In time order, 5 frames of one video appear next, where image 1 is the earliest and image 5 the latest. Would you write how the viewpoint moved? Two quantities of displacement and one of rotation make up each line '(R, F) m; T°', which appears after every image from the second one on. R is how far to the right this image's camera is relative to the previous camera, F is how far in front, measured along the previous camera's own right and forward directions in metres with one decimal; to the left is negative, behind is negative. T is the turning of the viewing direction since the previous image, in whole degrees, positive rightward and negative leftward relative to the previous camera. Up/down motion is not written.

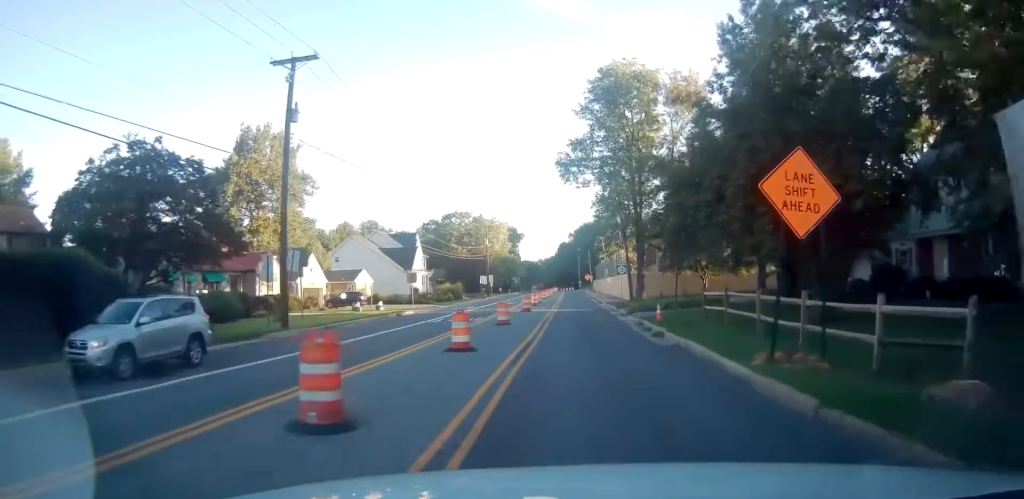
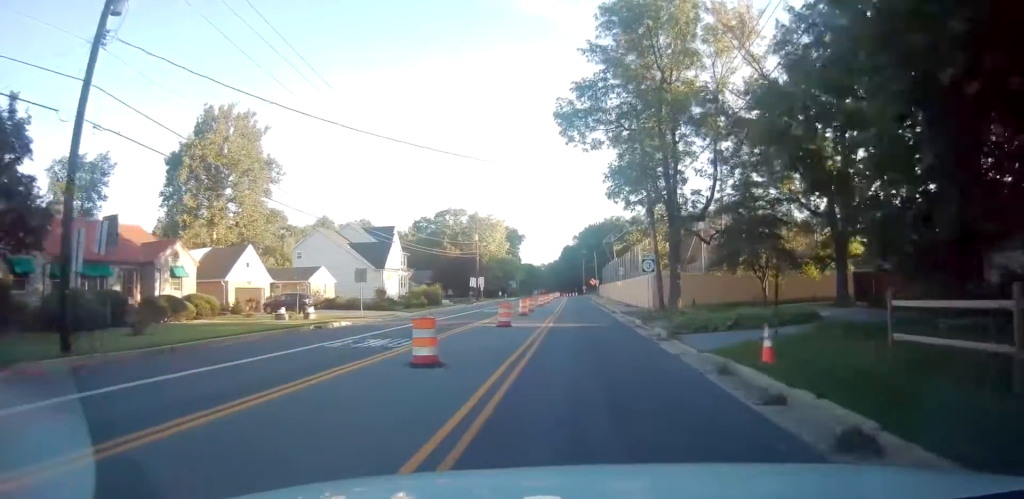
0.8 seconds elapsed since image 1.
(0.0, +13.5) m; 0°
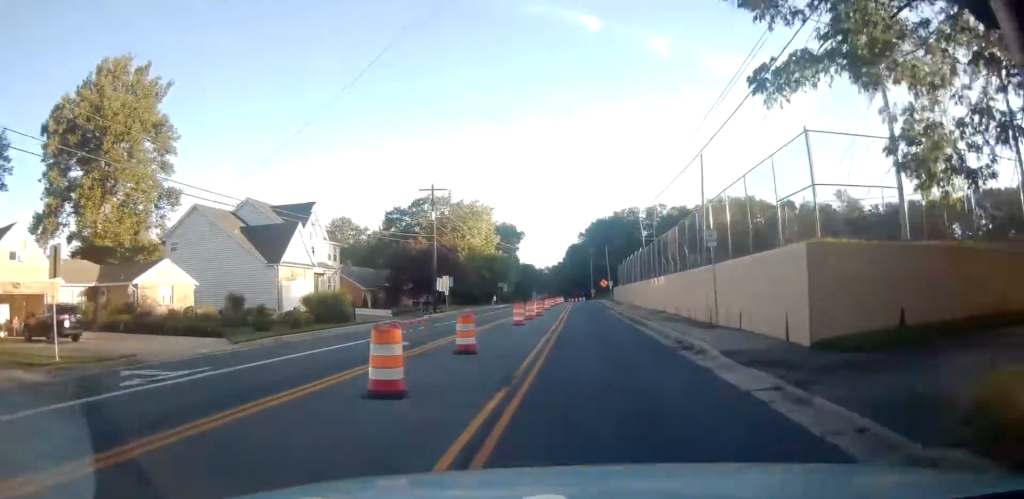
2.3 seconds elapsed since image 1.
(+0.1, +27.1) m; -1°
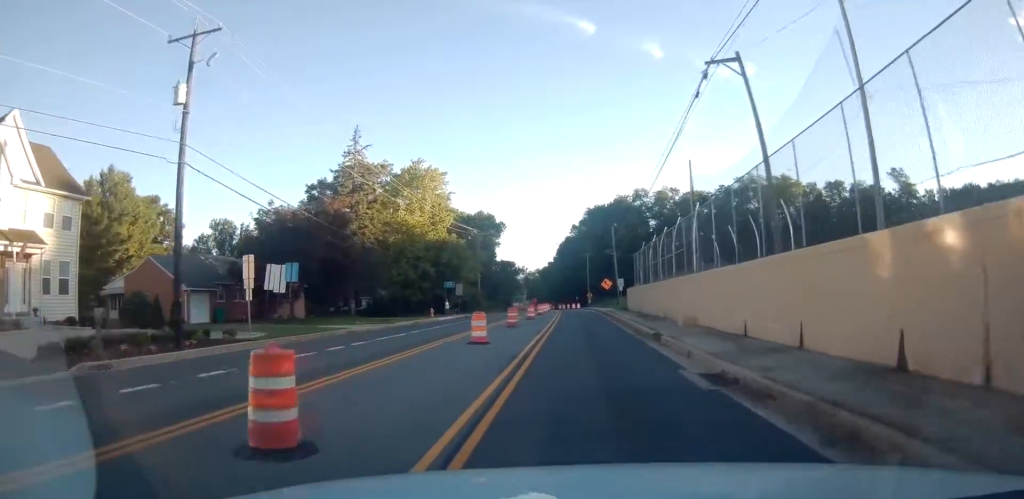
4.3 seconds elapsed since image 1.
(0.0, +34.9) m; 0°
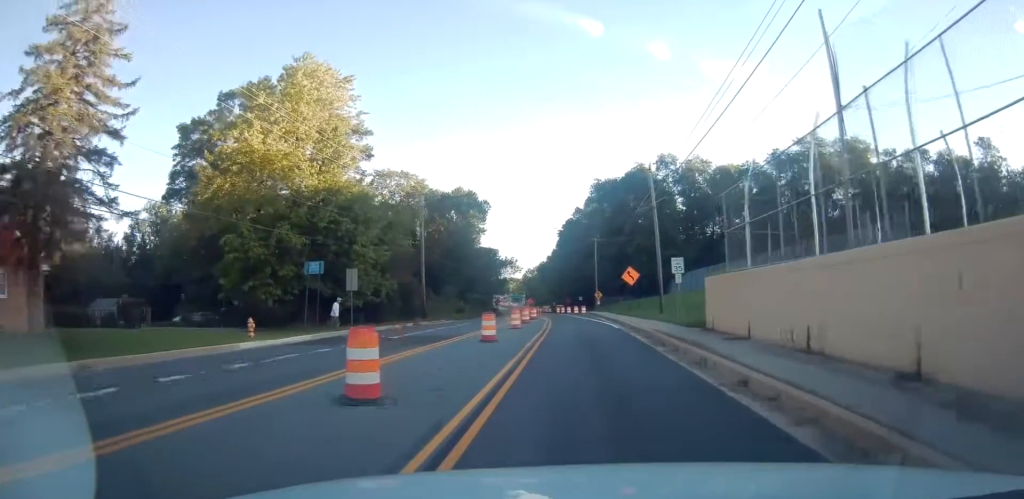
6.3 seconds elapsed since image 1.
(+0.1, +33.1) m; 0°
